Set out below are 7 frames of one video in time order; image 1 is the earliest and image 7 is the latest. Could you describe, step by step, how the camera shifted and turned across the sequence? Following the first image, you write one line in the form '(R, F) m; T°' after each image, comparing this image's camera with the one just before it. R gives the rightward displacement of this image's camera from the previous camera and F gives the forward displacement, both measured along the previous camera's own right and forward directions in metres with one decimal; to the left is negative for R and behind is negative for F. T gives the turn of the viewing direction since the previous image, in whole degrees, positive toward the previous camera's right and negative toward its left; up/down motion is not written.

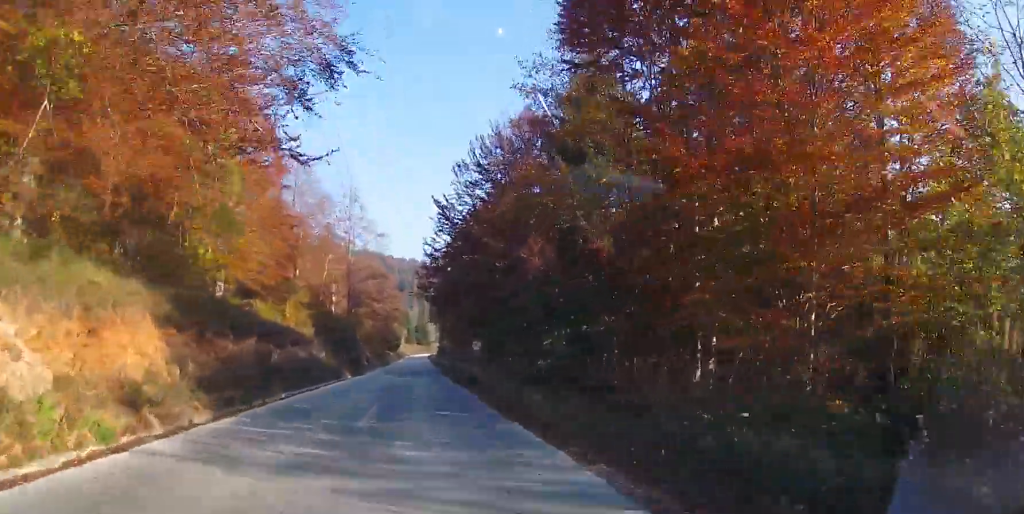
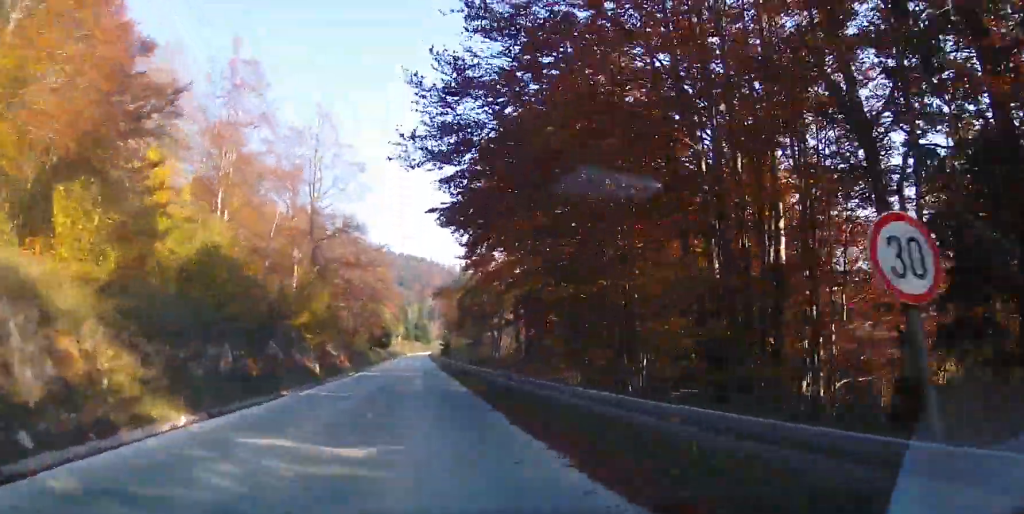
(-1.2, +29.1) m; -3°
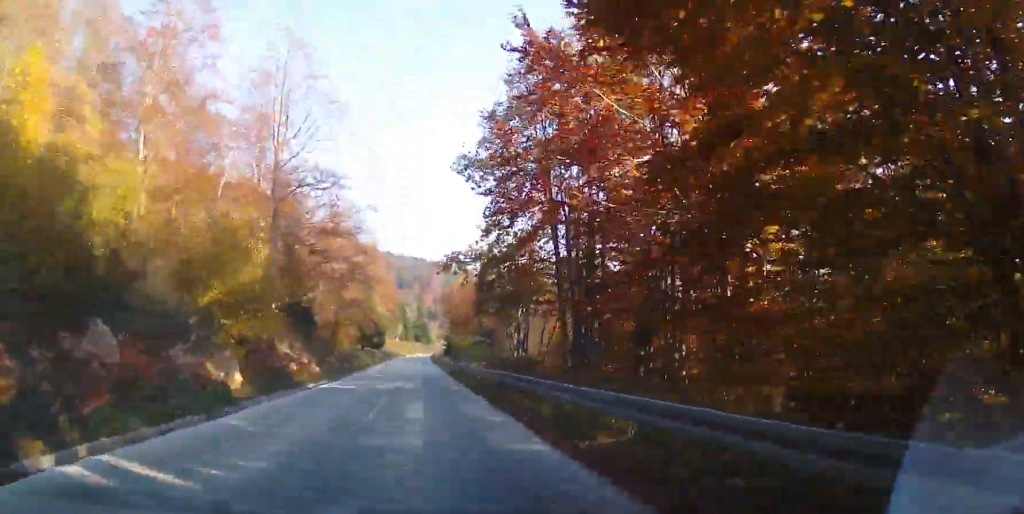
(0.0, +14.2) m; 0°
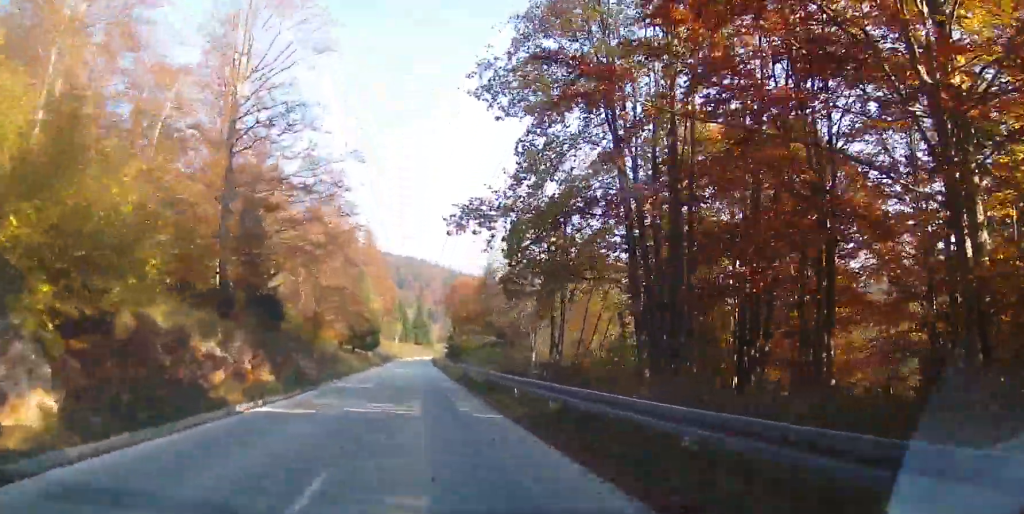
(0.0, +10.3) m; 0°
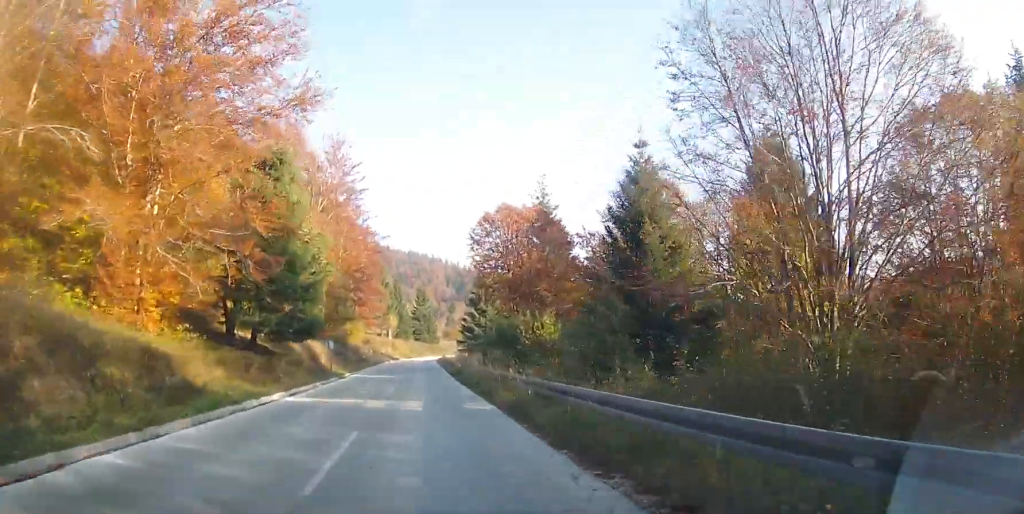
(+0.8, +41.4) m; +2°
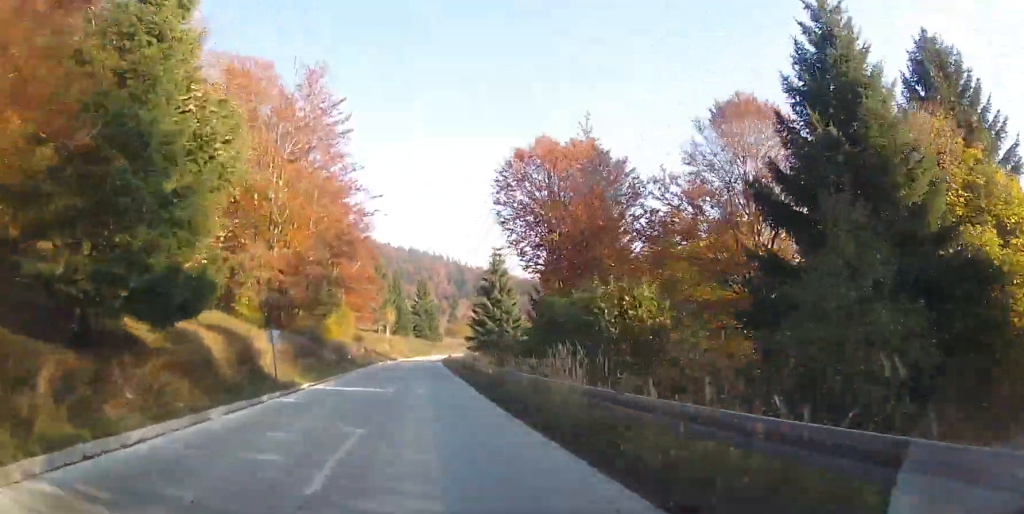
(0.0, +14.4) m; 0°
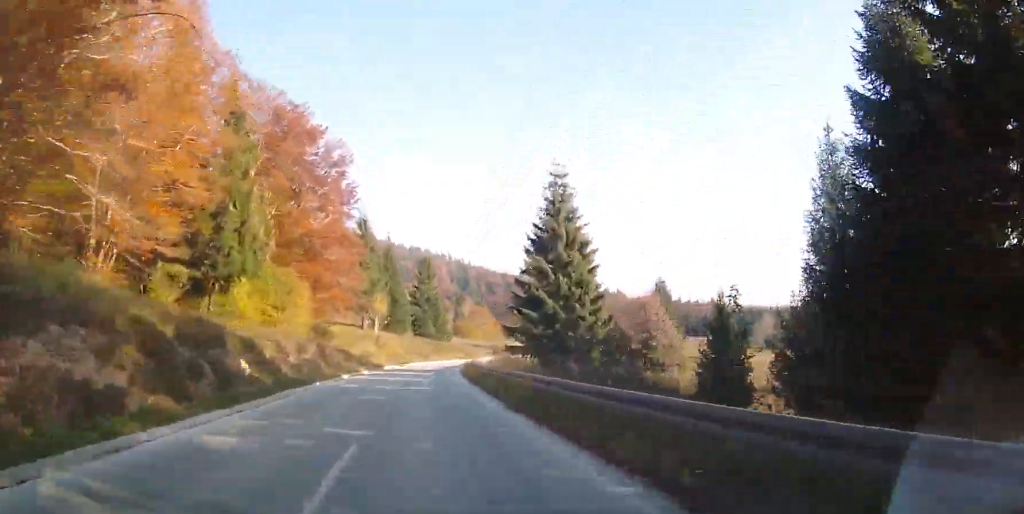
(-0.3, +32.0) m; -1°
